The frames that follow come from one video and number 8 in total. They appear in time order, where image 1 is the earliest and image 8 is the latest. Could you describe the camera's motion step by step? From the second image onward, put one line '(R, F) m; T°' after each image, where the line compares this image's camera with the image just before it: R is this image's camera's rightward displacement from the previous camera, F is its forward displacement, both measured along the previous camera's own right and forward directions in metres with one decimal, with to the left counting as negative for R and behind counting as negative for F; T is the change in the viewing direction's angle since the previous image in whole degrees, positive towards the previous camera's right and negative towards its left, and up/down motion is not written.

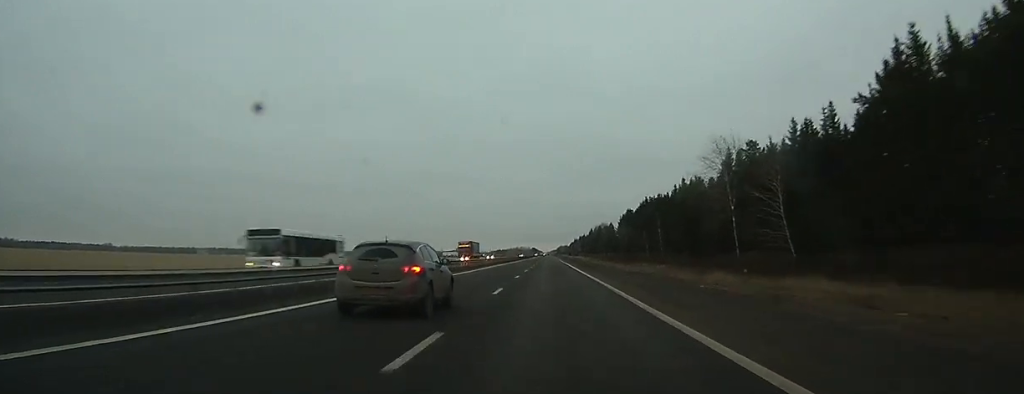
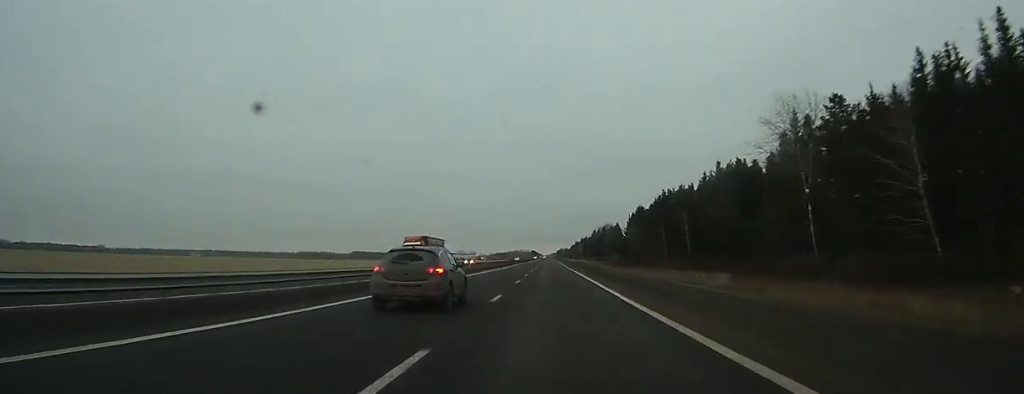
(0.0, +25.1) m; 0°
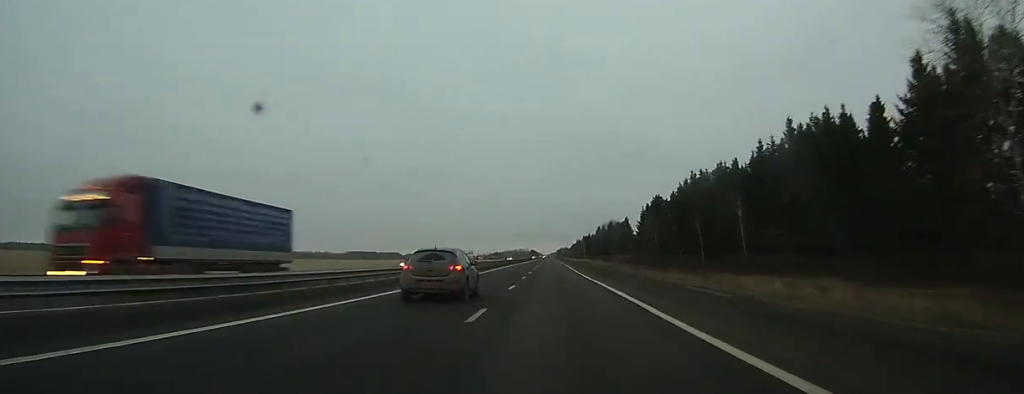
(0.0, +29.1) m; 0°
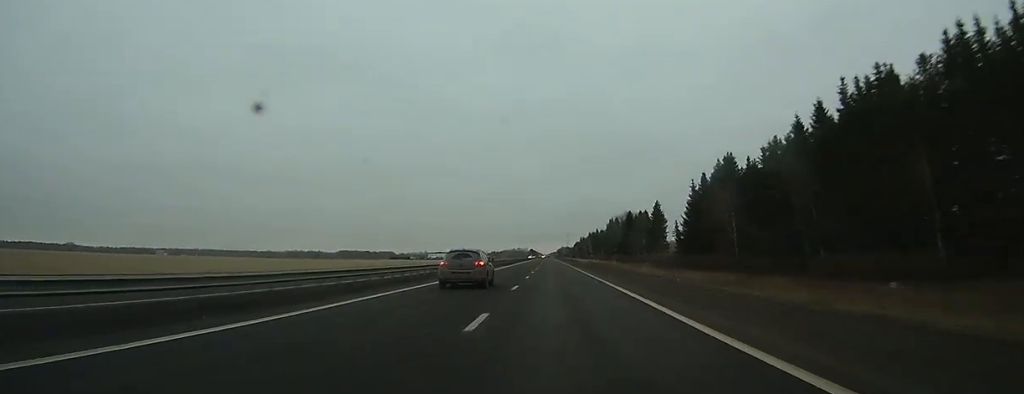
(-0.1, +59.7) m; 0°
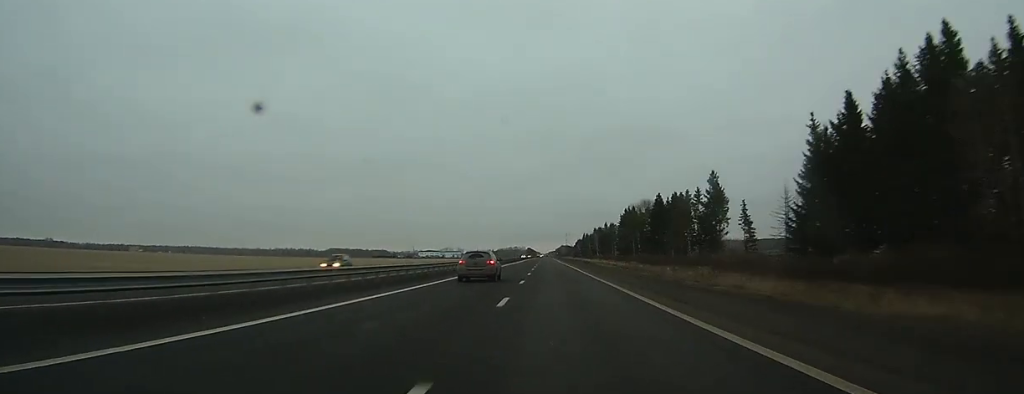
(0.0, +52.6) m; 0°
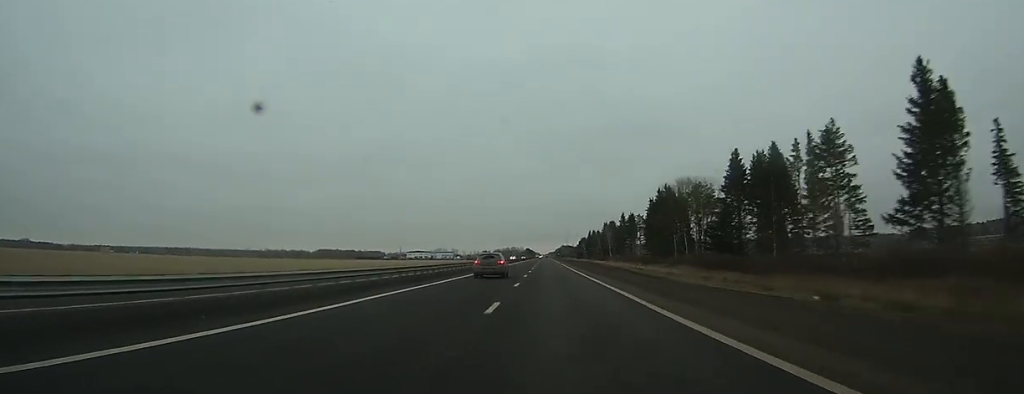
(0.0, +58.4) m; 0°
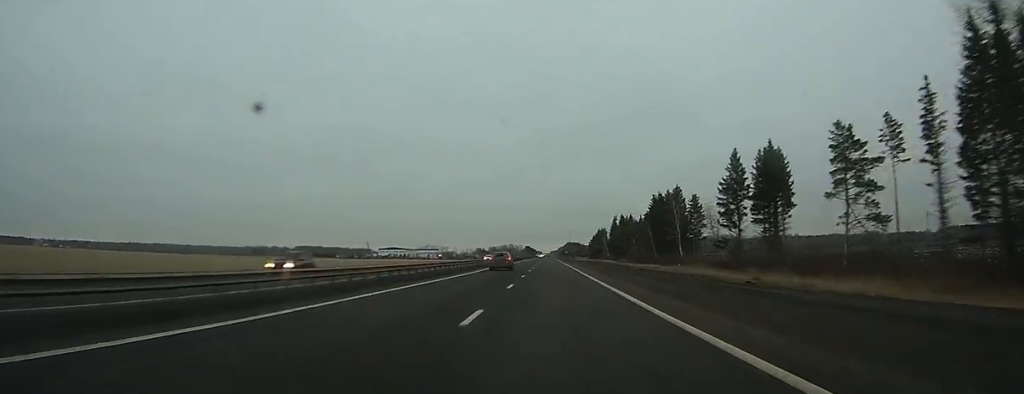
(-0.3, +124.9) m; 0°
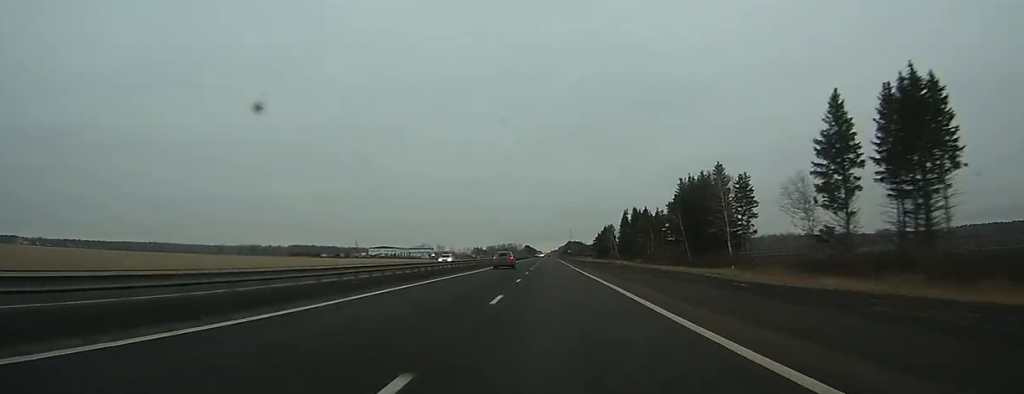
(-0.2, +33.0) m; 0°
